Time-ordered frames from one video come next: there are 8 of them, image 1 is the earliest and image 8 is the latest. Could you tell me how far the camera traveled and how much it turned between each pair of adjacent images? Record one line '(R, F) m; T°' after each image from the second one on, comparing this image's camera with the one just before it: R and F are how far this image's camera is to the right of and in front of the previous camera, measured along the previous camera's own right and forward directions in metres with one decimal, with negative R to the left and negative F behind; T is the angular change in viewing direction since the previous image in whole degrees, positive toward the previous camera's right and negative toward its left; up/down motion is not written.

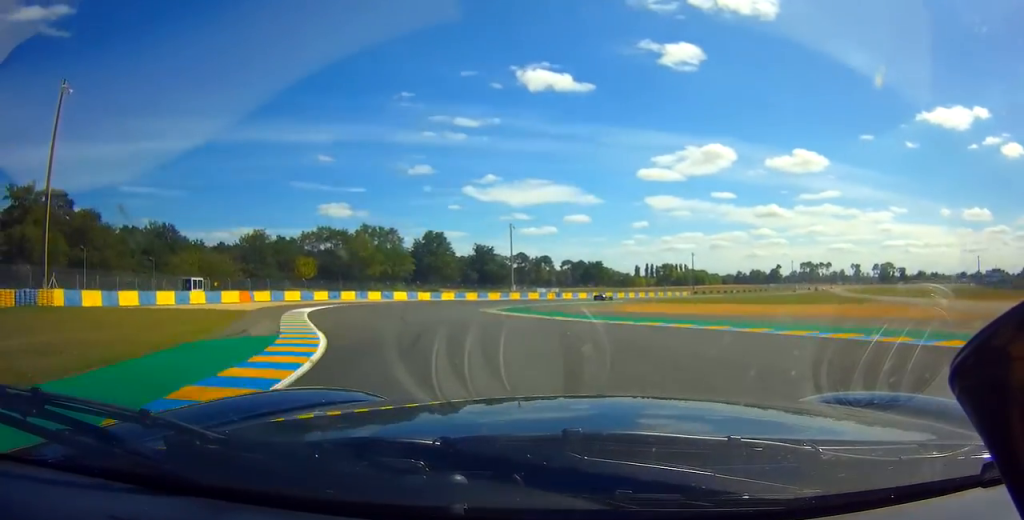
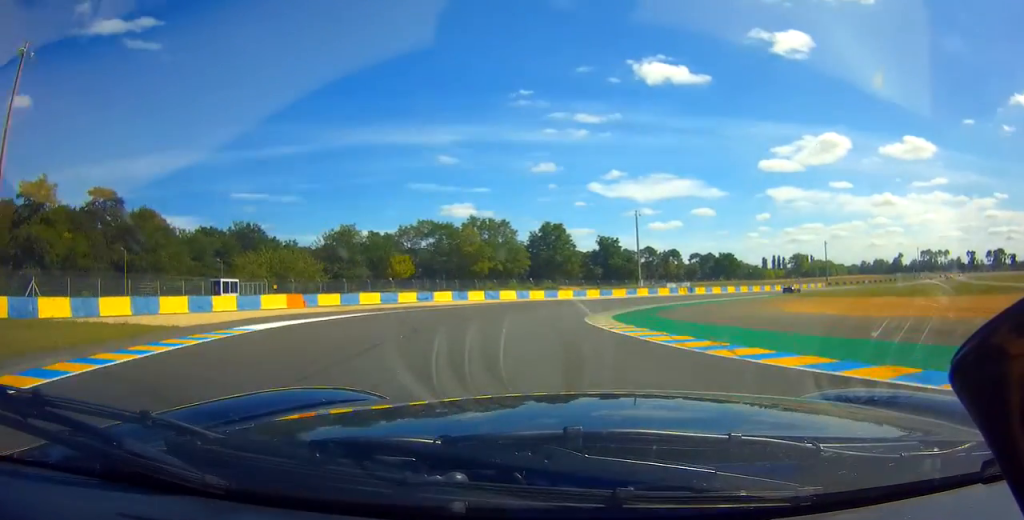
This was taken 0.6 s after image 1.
(-0.7, +14.5) m; -1°
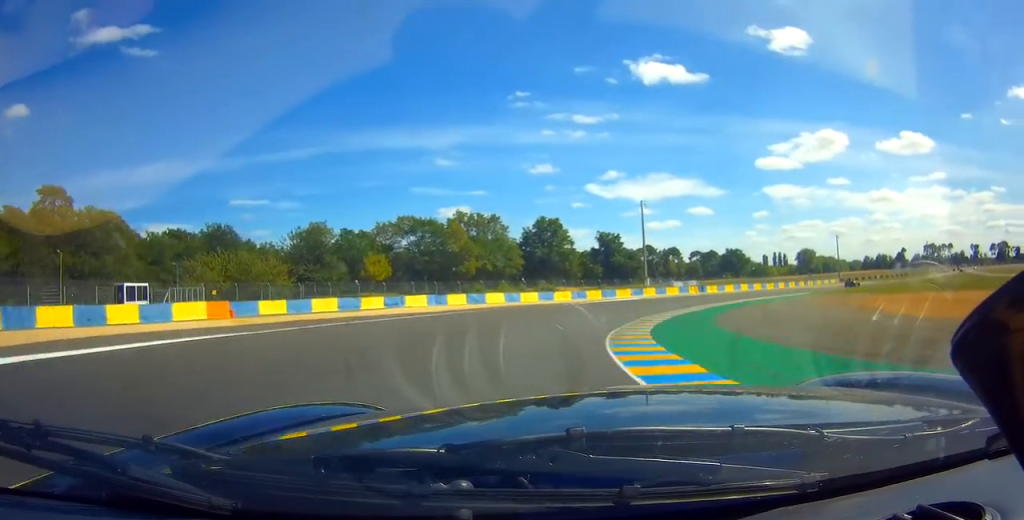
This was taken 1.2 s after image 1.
(-0.2, +12.3) m; +4°
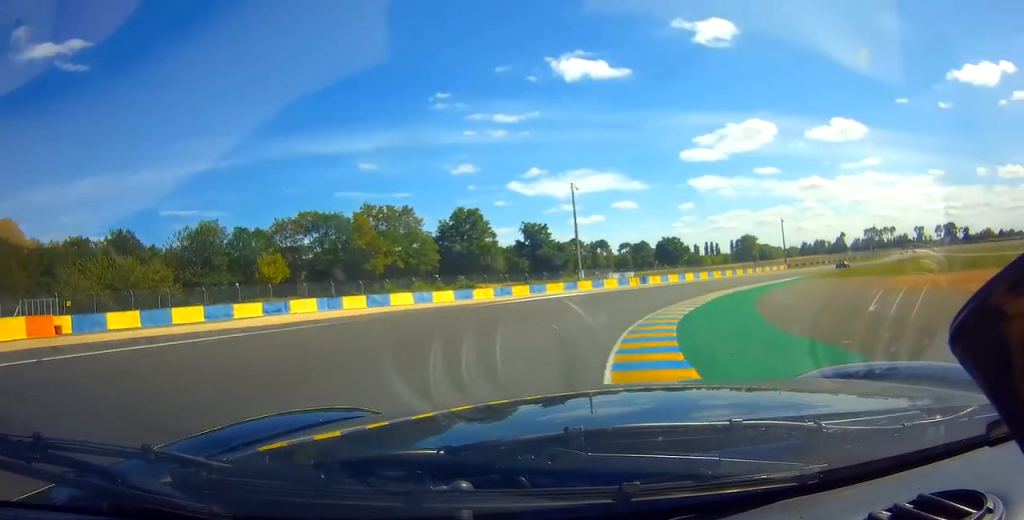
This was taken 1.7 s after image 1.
(+0.7, +12.5) m; +6°
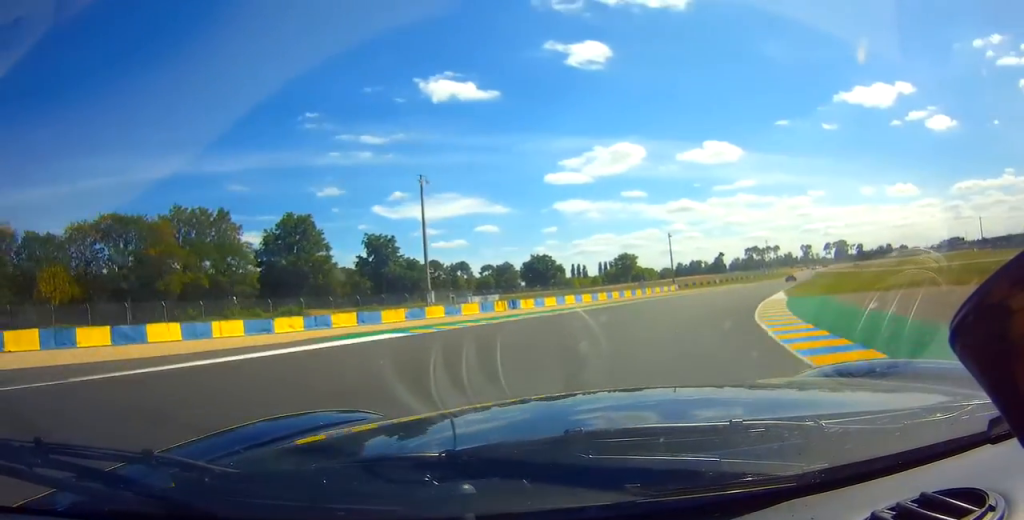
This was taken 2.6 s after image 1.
(+2.1, +21.4) m; +12°
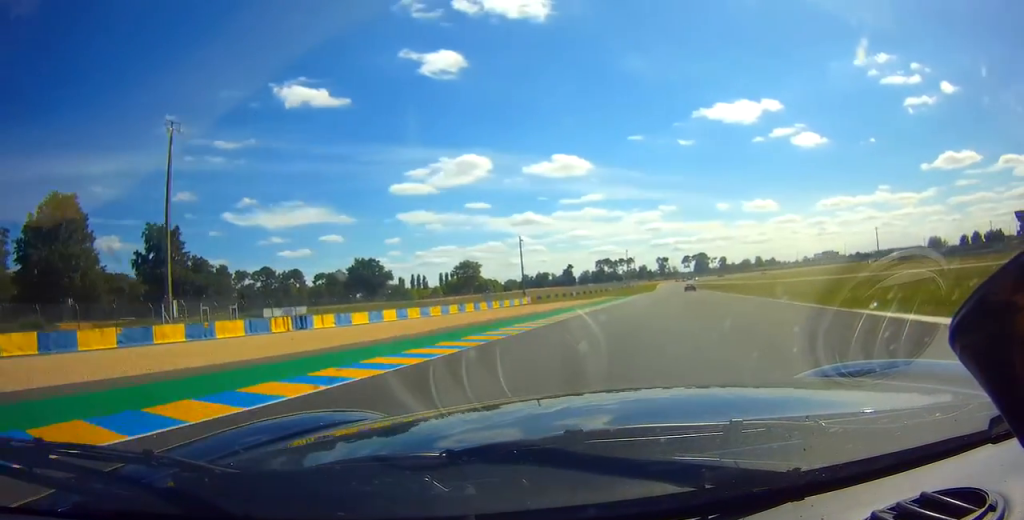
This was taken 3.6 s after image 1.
(+2.9, +24.7) m; +11°
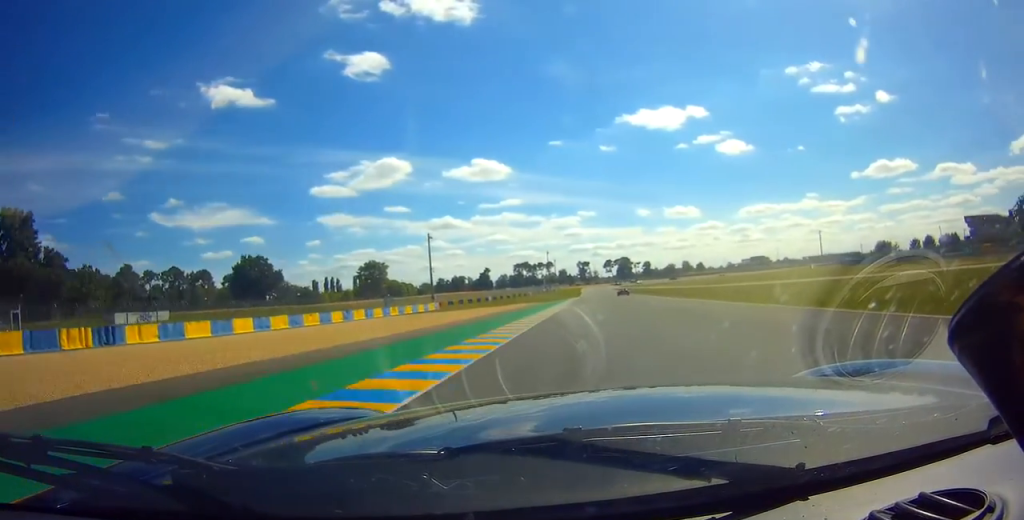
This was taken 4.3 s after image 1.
(+1.0, +17.1) m; +5°
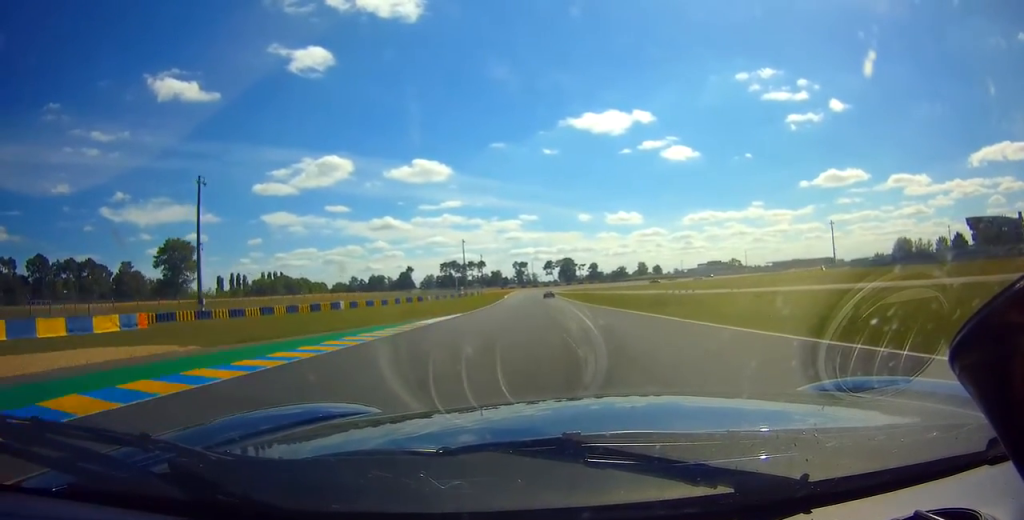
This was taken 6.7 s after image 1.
(+3.0, +65.0) m; +2°
